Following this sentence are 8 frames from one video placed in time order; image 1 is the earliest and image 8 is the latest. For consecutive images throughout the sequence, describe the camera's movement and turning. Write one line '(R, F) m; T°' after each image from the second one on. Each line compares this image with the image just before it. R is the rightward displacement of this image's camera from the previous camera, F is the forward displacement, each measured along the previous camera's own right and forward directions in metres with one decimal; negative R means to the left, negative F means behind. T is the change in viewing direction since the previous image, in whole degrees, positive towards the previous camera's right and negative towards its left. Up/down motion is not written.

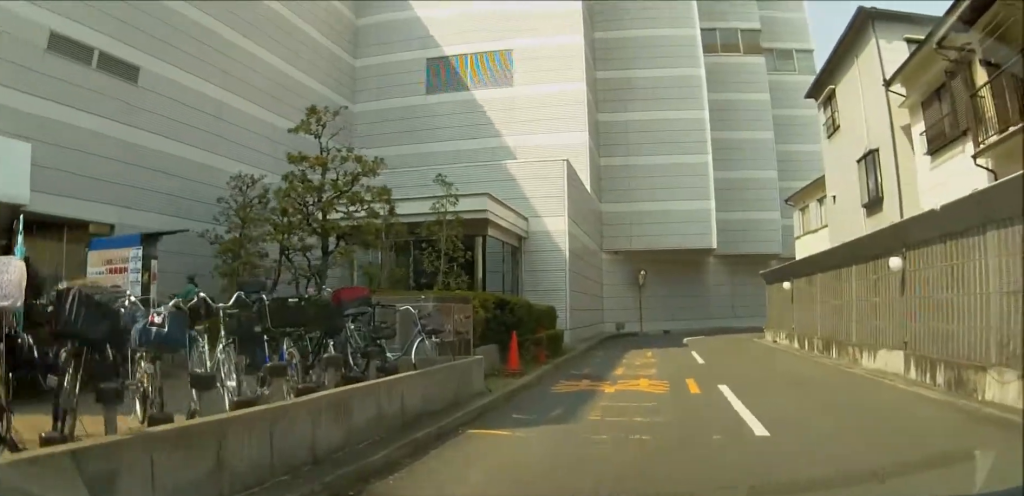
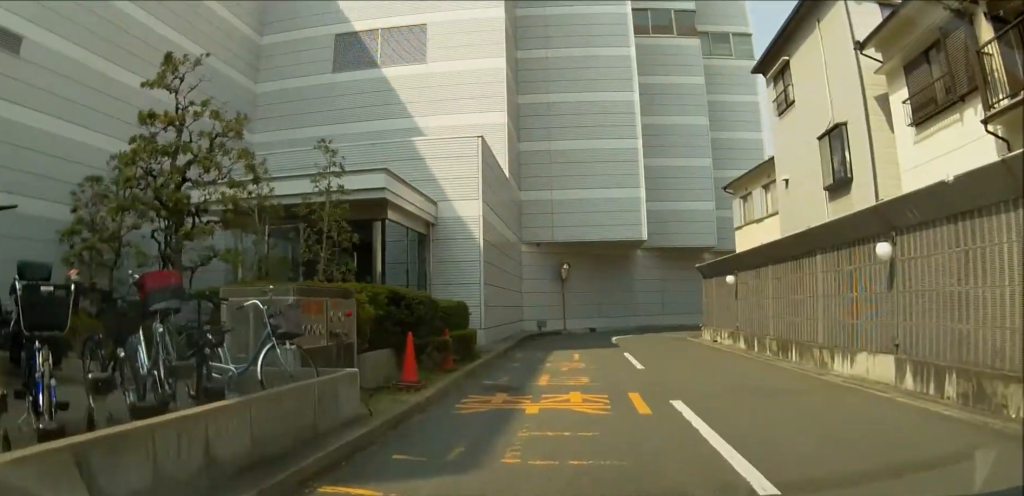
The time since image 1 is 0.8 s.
(+0.2, +3.0) m; +8°
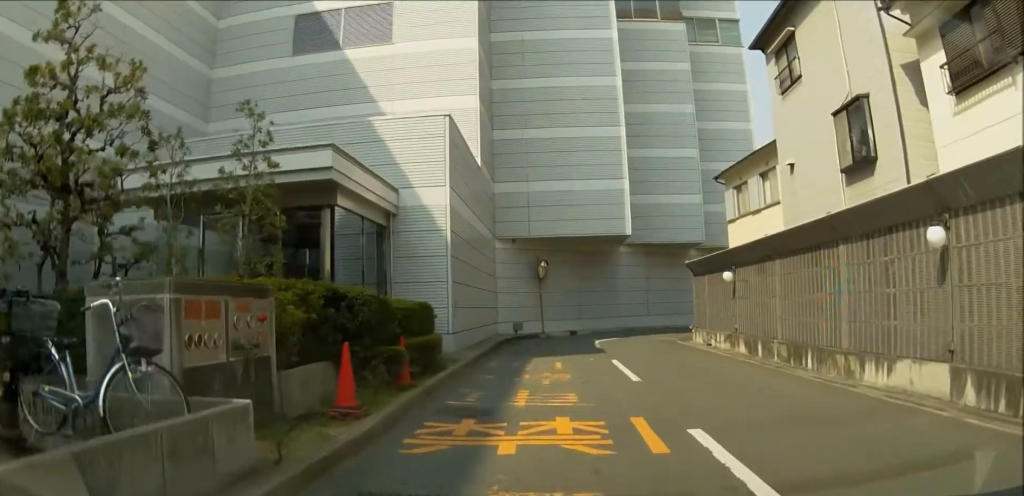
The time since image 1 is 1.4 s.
(+0.1, +2.5) m; +6°
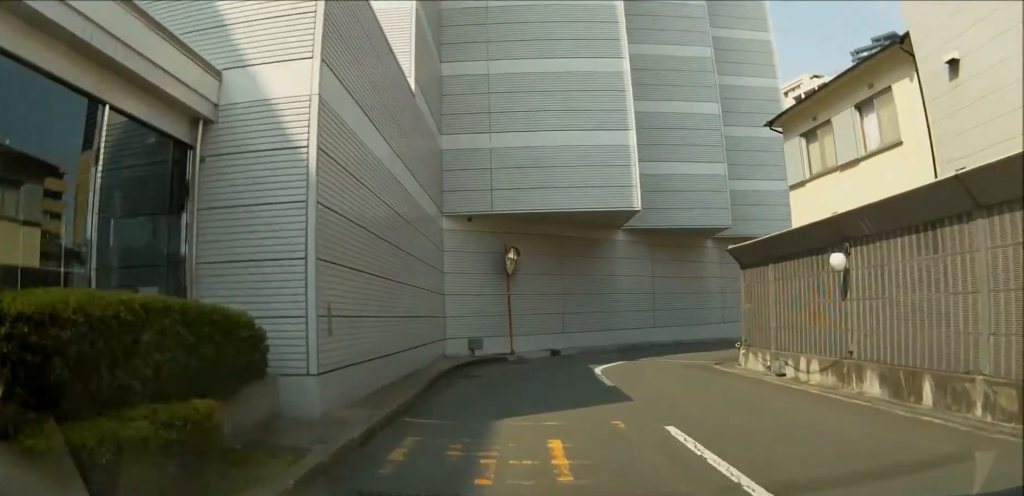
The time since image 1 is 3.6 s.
(+0.8, +9.2) m; +7°
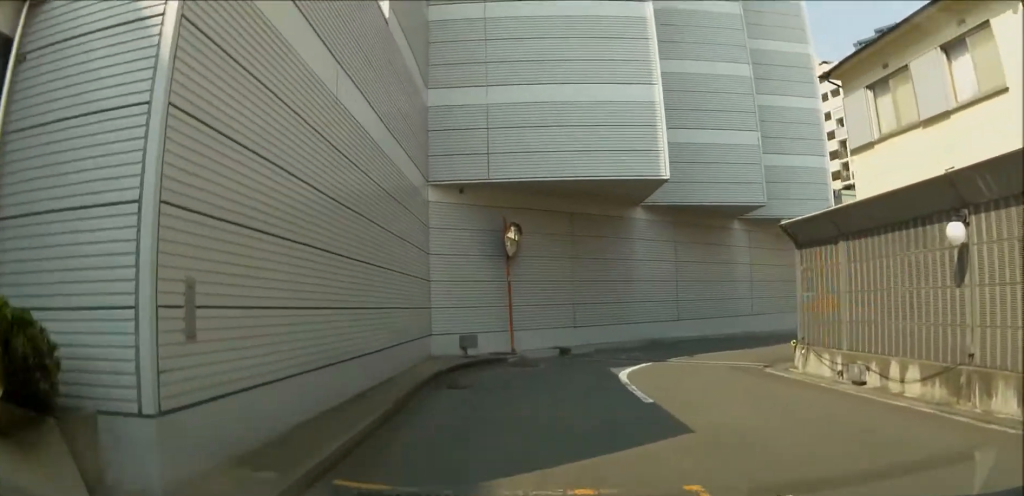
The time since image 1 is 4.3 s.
(+0.1, +3.5) m; +2°
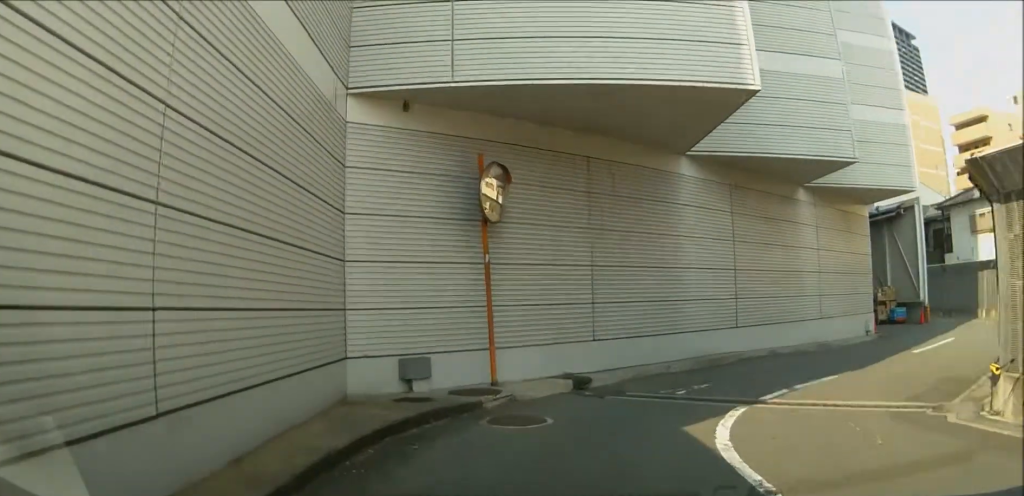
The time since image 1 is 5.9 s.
(+0.3, +7.4) m; +5°
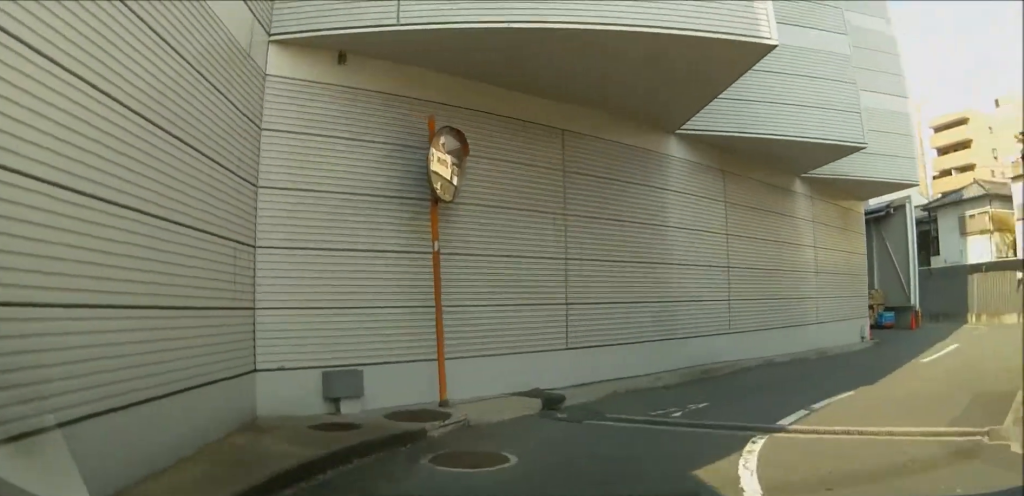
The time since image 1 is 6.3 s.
(0.0, +2.0) m; +2°
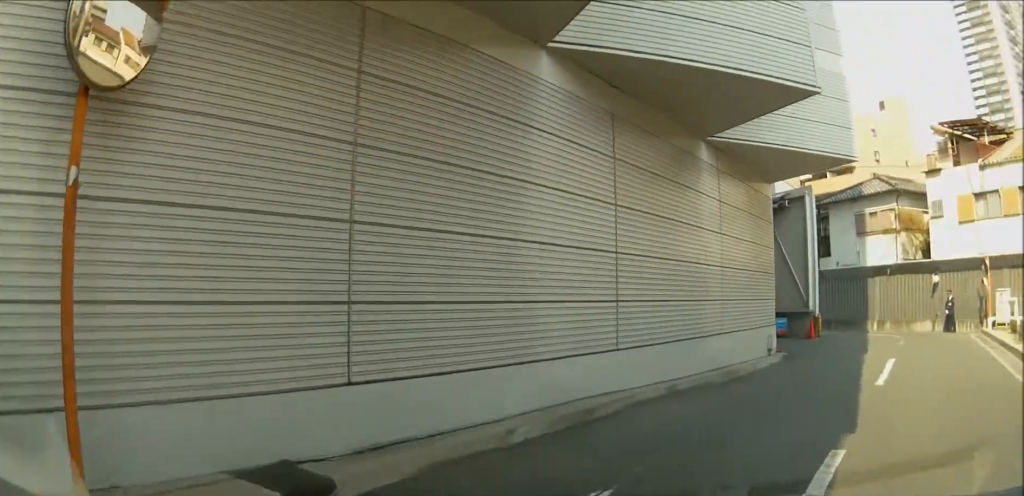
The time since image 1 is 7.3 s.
(+0.2, +4.2) m; +5°
